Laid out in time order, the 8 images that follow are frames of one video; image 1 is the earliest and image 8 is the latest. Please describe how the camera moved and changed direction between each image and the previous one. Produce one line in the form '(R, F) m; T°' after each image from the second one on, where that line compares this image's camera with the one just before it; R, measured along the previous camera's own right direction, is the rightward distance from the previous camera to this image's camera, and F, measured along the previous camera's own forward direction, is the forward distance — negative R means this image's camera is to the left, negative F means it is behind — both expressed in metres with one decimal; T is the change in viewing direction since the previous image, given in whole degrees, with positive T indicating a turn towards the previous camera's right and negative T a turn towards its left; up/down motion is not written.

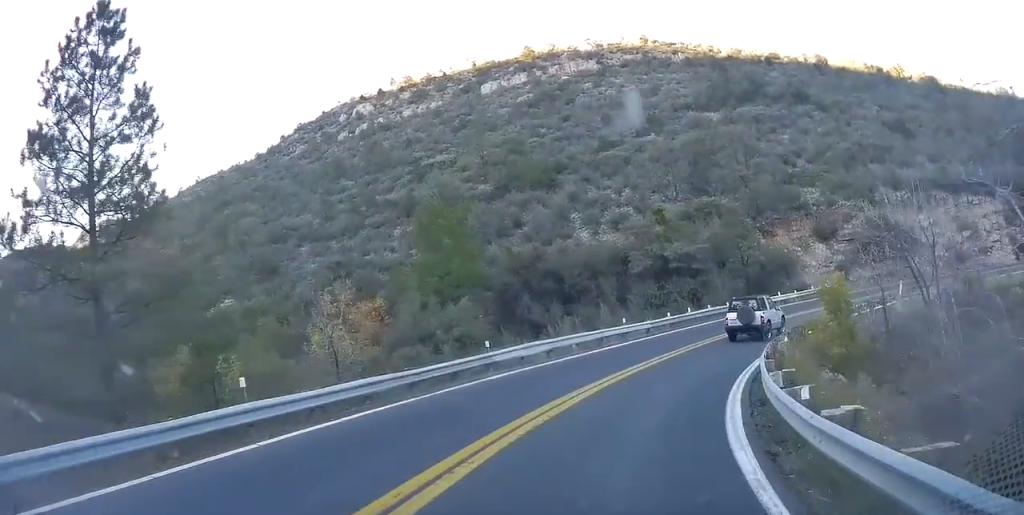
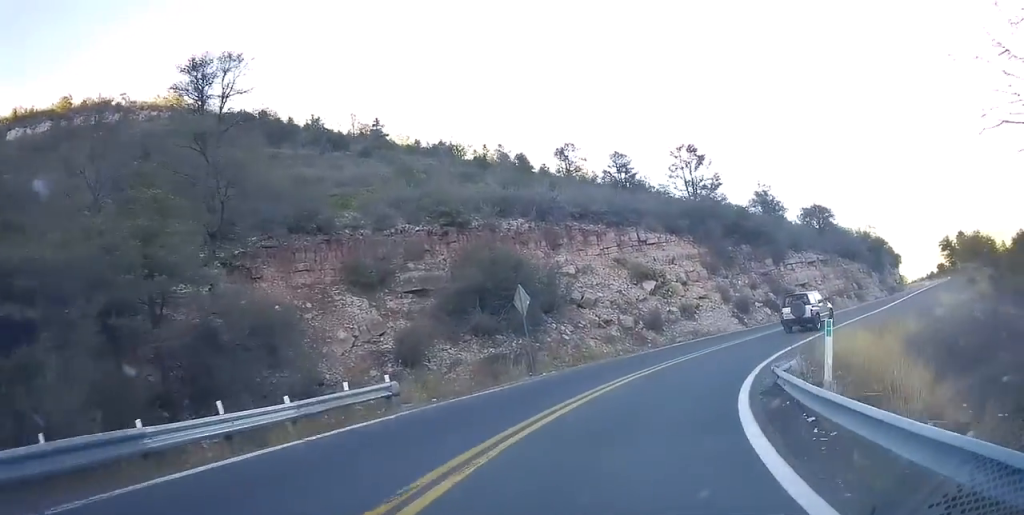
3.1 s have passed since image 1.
(+15.4, +24.4) m; +52°
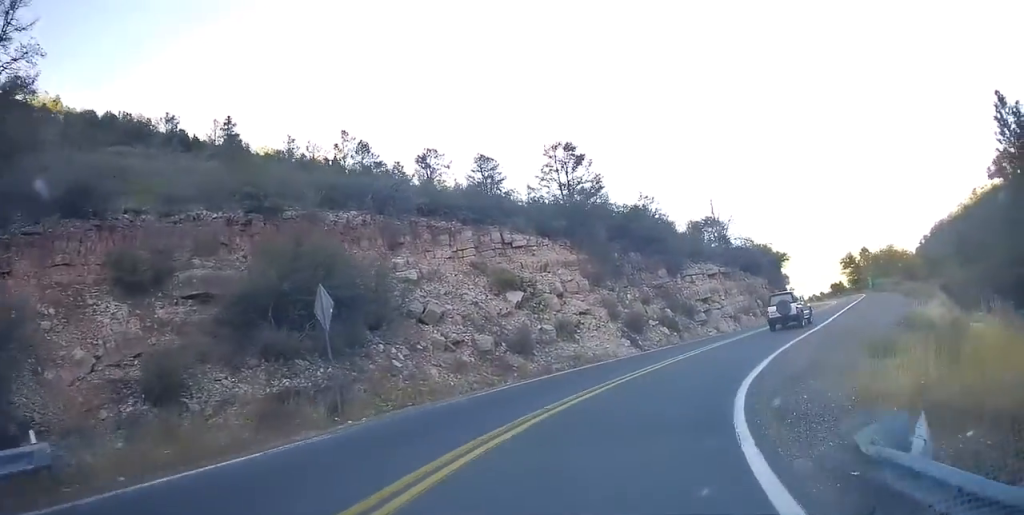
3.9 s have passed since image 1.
(0.0, +7.8) m; +1°
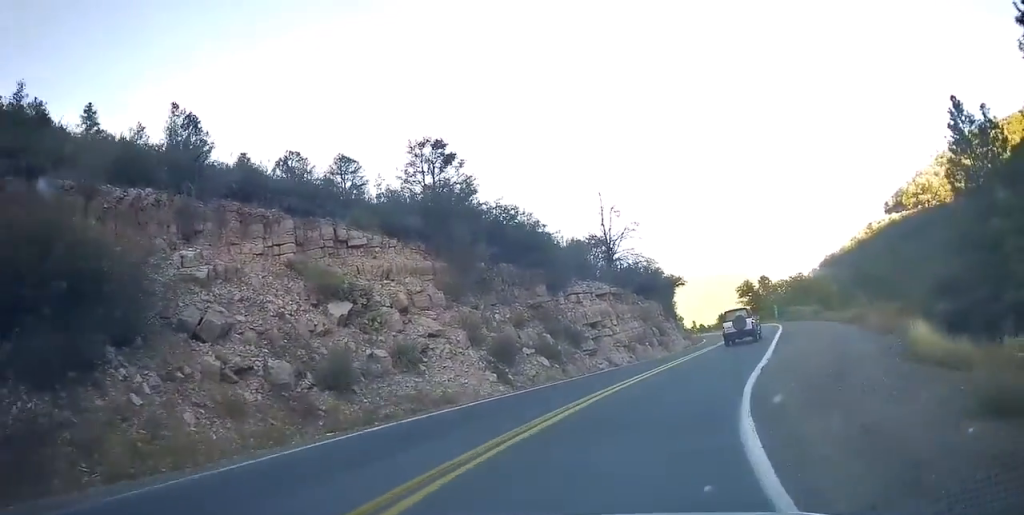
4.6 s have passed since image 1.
(+0.2, +7.1) m; +12°
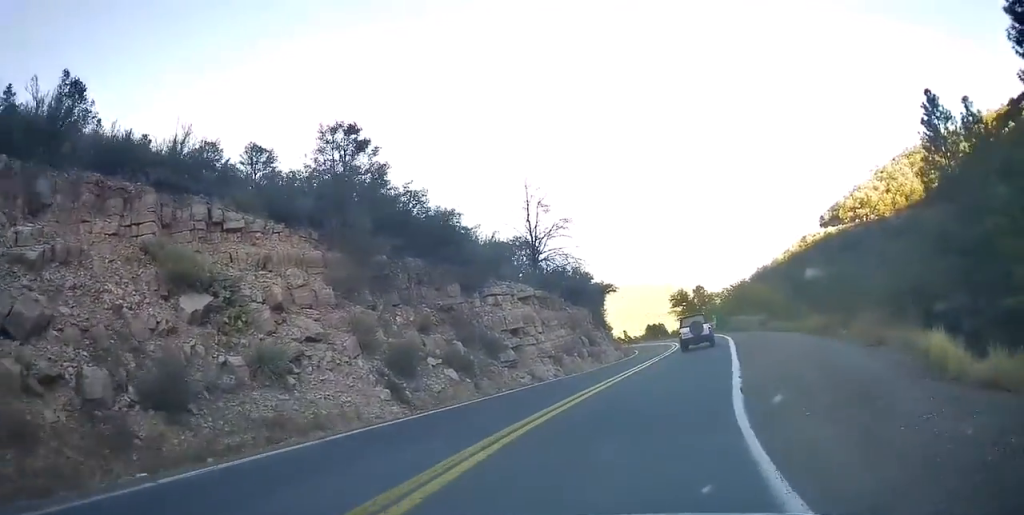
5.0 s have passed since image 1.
(-0.3, +4.1) m; +7°
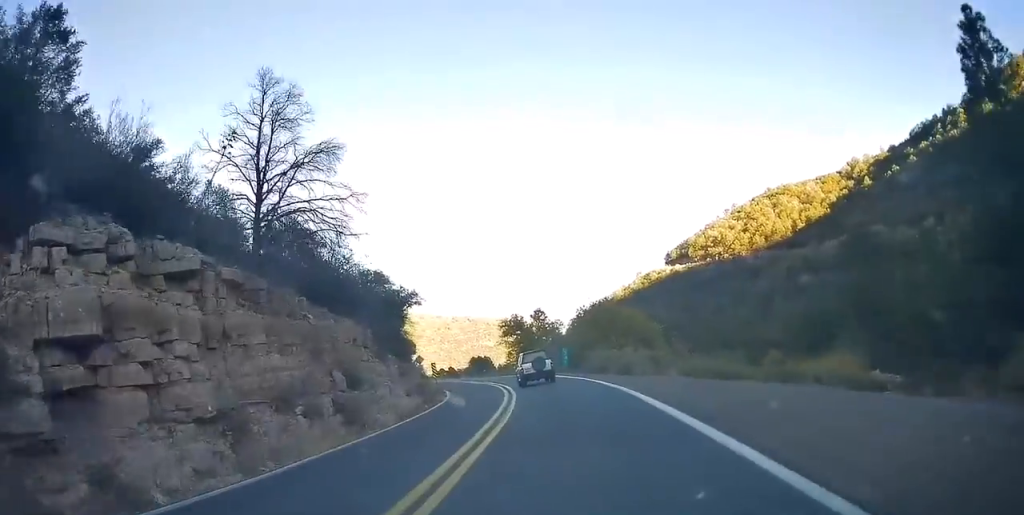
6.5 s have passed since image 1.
(+4.9, +17.0) m; +20°
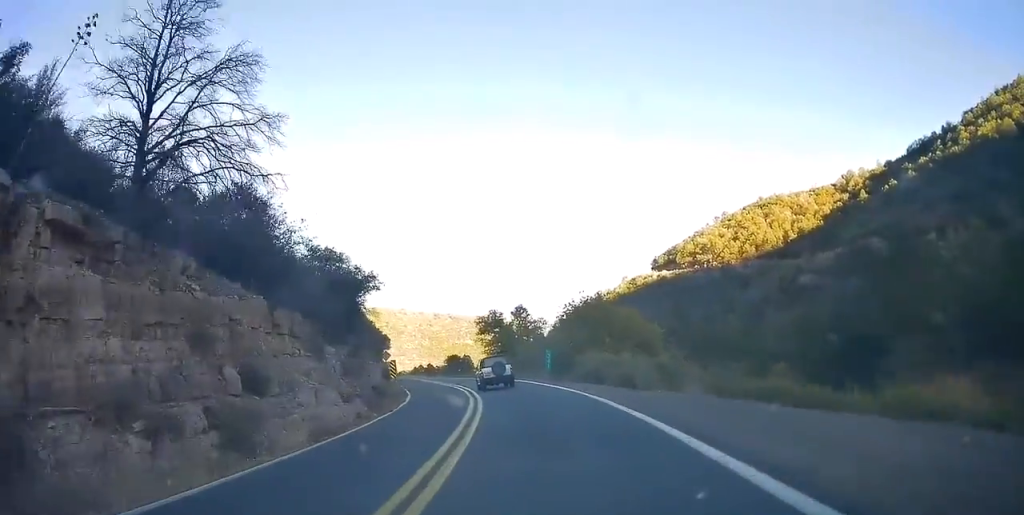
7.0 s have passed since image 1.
(0.0, +6.2) m; +3°
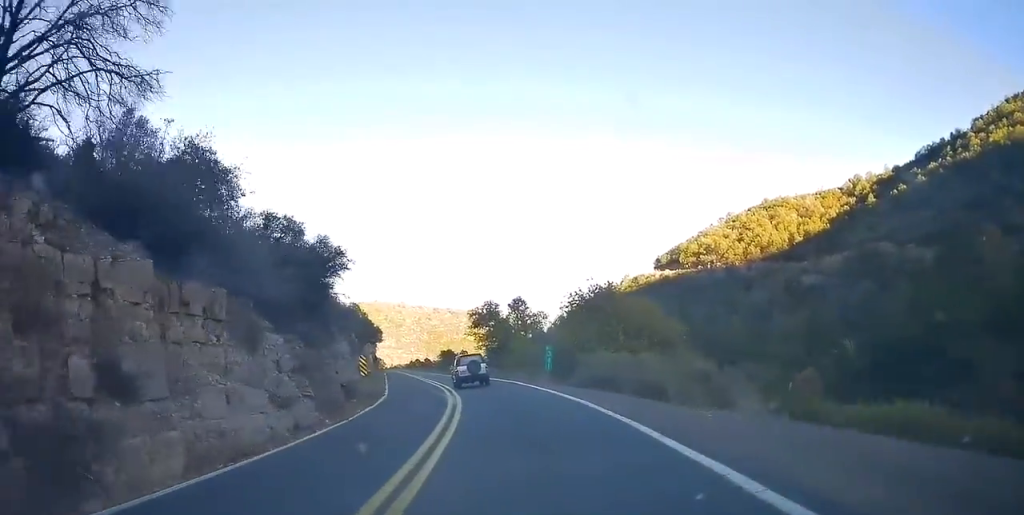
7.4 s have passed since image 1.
(+0.3, +5.6) m; +1°
